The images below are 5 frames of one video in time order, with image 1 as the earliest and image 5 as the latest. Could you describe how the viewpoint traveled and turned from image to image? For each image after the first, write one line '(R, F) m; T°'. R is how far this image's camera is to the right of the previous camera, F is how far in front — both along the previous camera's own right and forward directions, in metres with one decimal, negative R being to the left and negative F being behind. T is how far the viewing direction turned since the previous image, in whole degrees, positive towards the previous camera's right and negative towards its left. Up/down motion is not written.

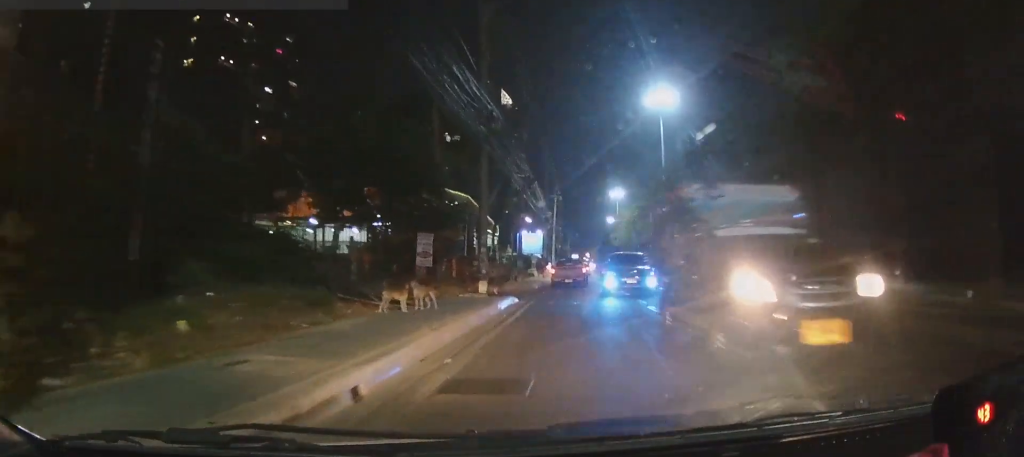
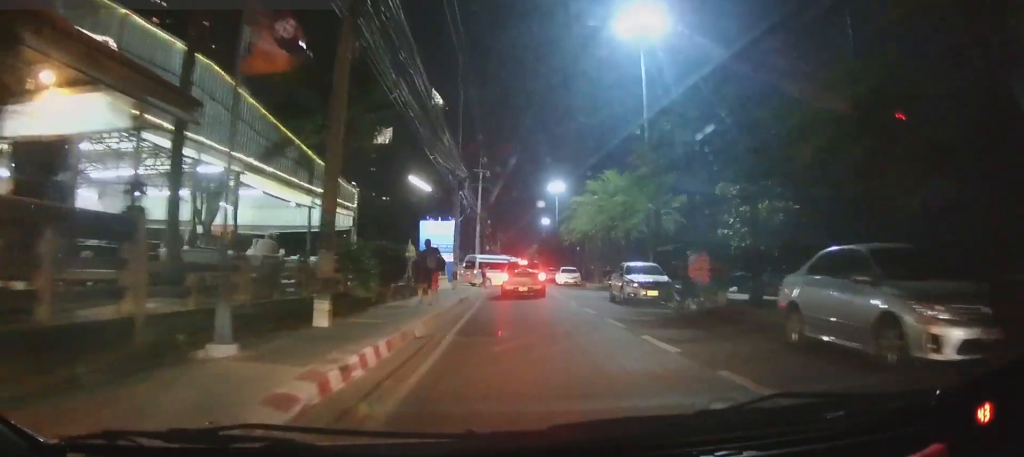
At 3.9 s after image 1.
(+1.9, +26.6) m; +2°
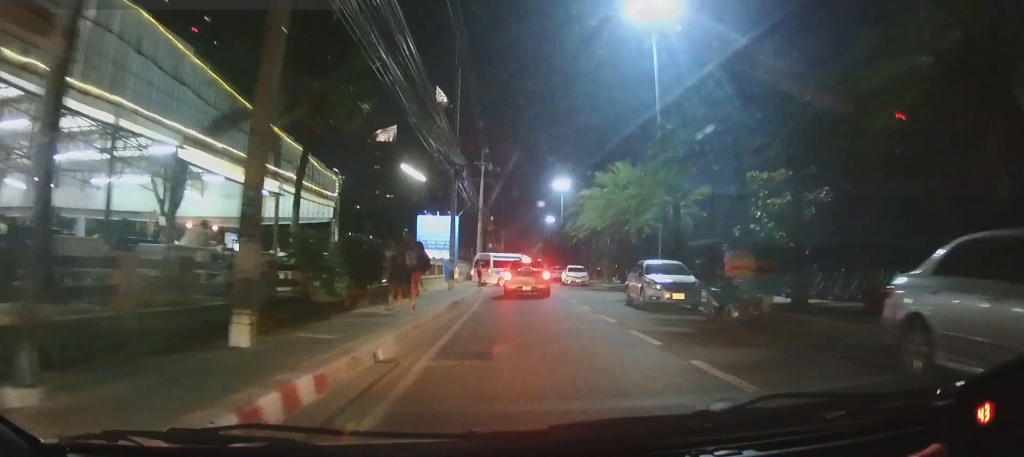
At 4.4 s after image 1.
(-0.3, +3.3) m; -3°
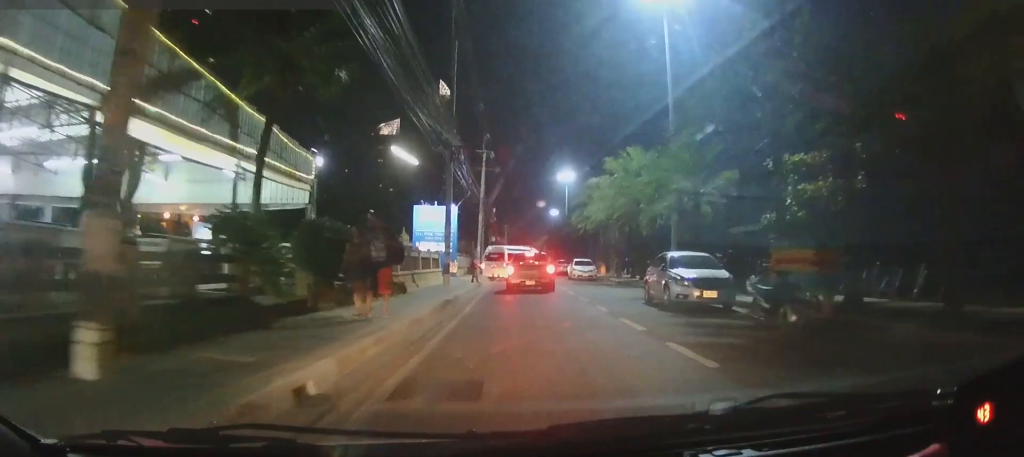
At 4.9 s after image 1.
(-0.1, +3.1) m; -1°
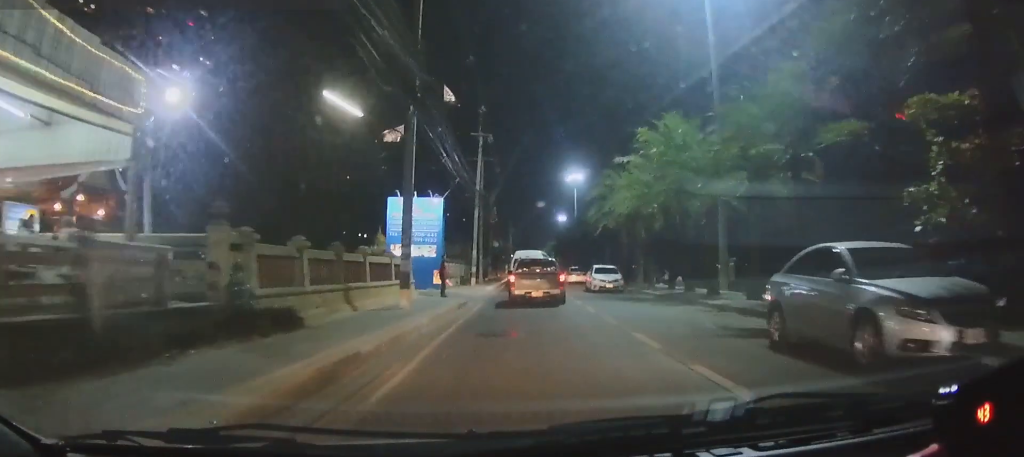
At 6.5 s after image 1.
(+0.7, +10.1) m; +7°
